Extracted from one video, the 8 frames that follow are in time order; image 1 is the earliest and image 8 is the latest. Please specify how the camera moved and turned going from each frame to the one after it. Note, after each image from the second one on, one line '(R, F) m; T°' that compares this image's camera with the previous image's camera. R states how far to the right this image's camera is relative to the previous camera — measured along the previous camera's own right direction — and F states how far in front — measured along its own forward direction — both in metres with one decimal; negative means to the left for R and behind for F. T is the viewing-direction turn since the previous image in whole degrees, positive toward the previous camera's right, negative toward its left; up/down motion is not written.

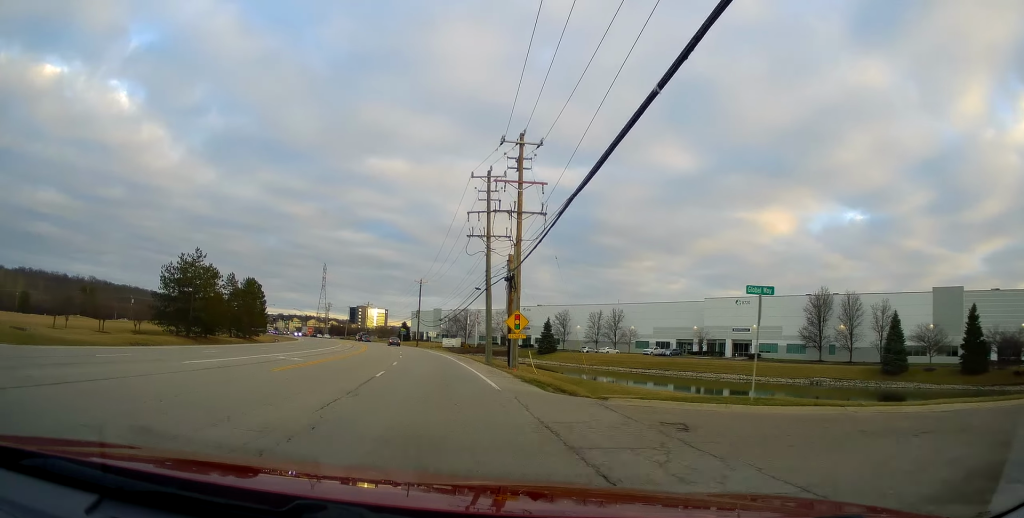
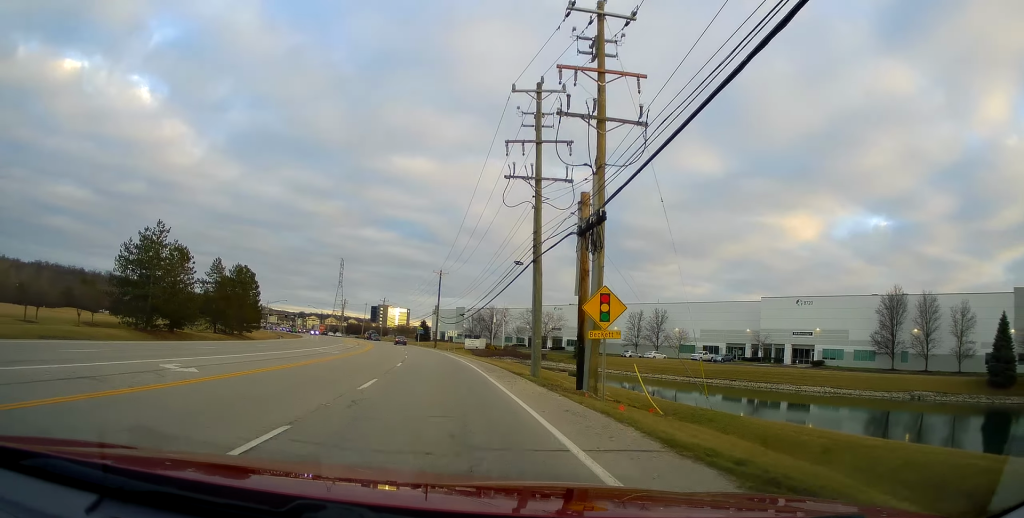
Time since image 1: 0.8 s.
(-0.3, +14.6) m; -2°
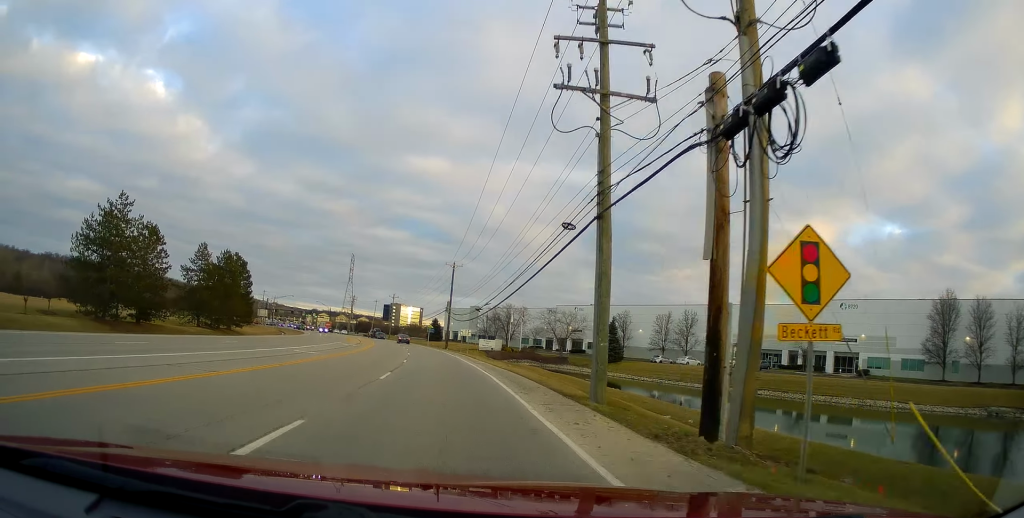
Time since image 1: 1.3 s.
(-0.1, +9.4) m; -1°
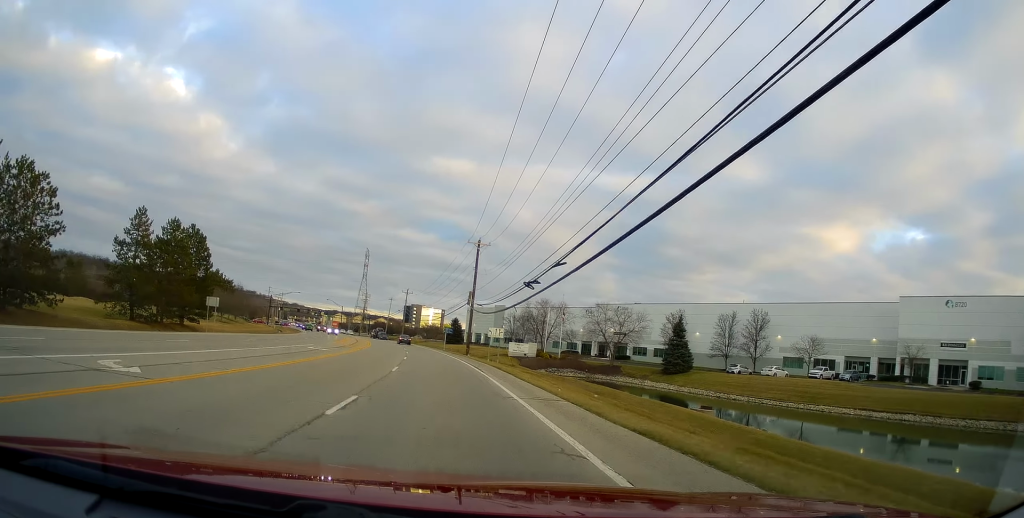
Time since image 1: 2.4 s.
(-0.6, +20.2) m; -3°
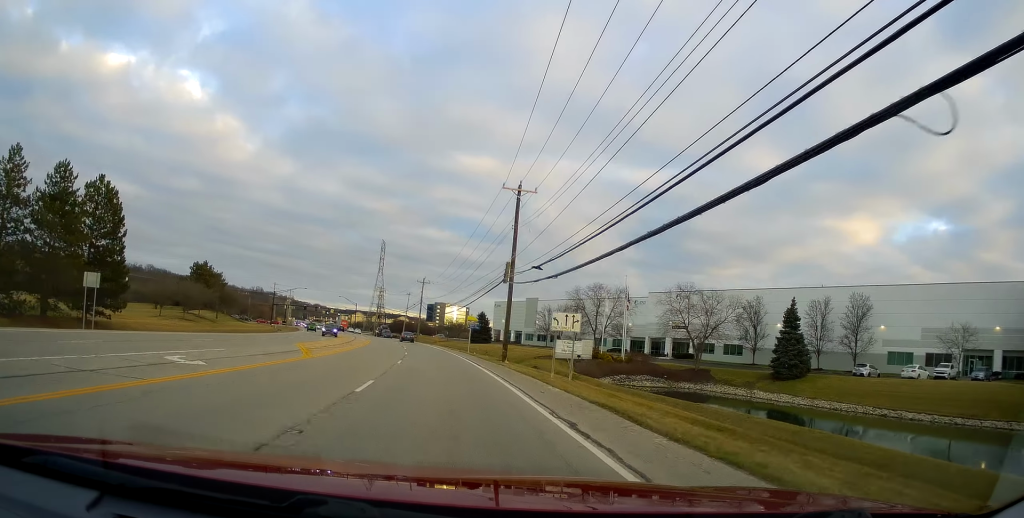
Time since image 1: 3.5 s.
(-0.4, +21.1) m; -2°
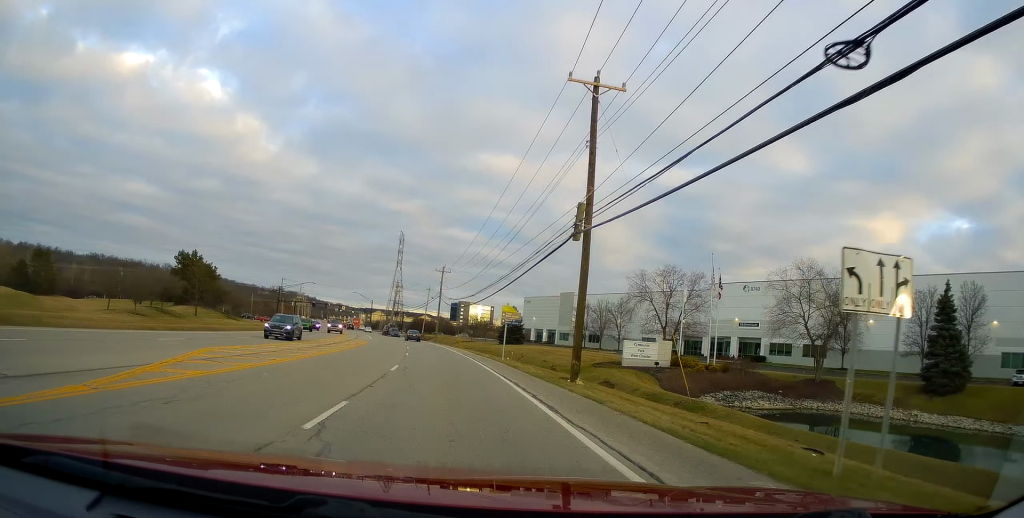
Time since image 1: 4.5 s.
(-0.3, +17.1) m; -3°
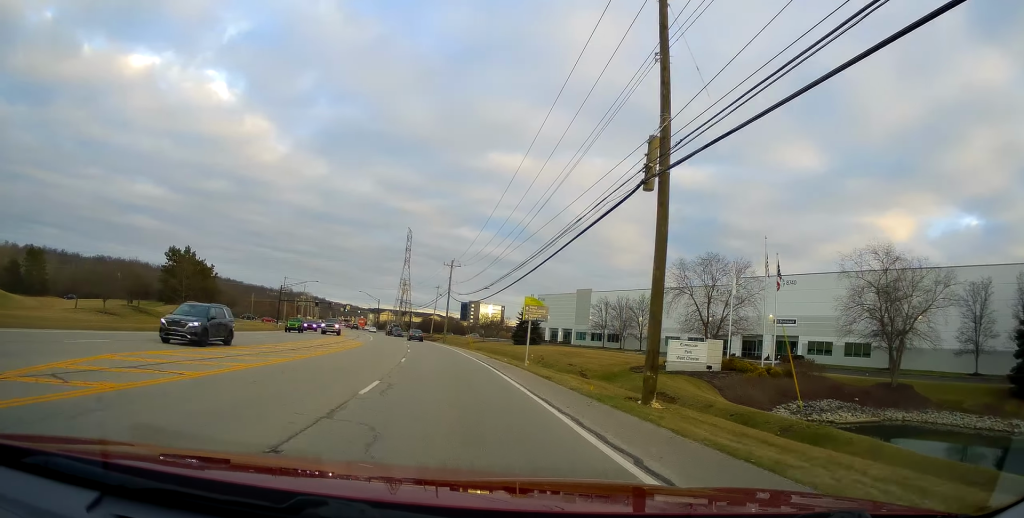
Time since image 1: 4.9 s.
(-0.1, +7.4) m; -1°
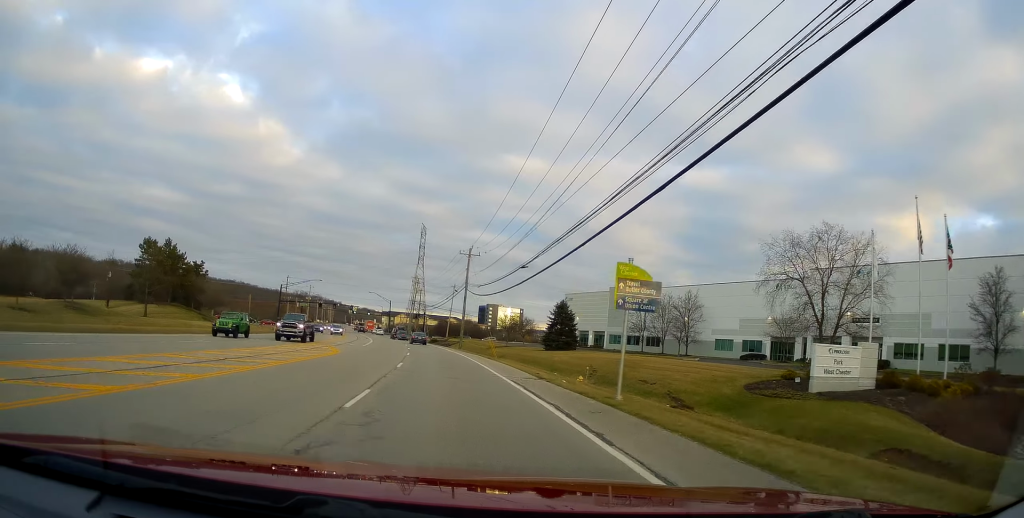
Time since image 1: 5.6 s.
(-0.3, +14.4) m; -2°
